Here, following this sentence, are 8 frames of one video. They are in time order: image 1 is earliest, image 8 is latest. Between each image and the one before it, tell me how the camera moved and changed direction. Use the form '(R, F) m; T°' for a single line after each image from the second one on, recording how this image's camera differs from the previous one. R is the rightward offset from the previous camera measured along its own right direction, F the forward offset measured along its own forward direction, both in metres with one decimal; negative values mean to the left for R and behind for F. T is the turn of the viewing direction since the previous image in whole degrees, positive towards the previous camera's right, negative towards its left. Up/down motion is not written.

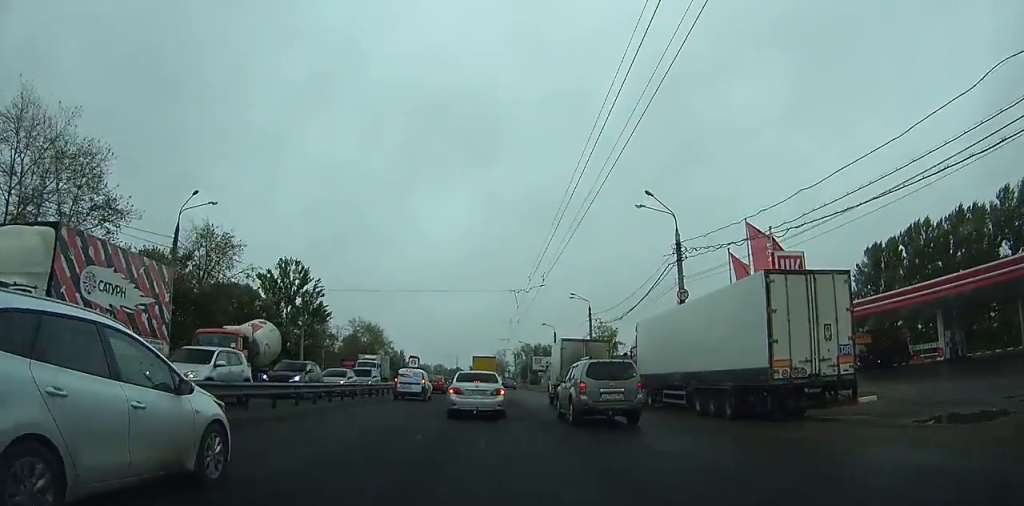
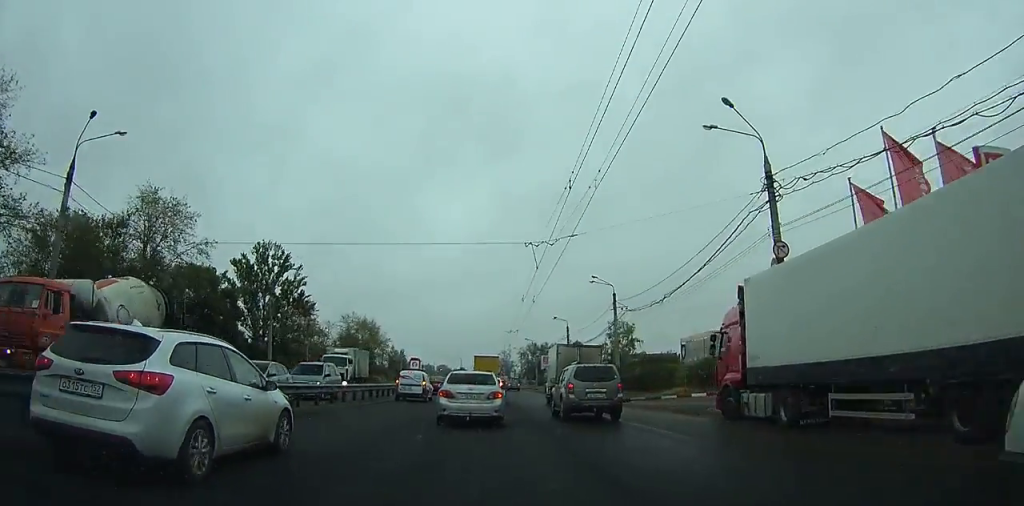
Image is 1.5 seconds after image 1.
(0.0, +13.1) m; 0°
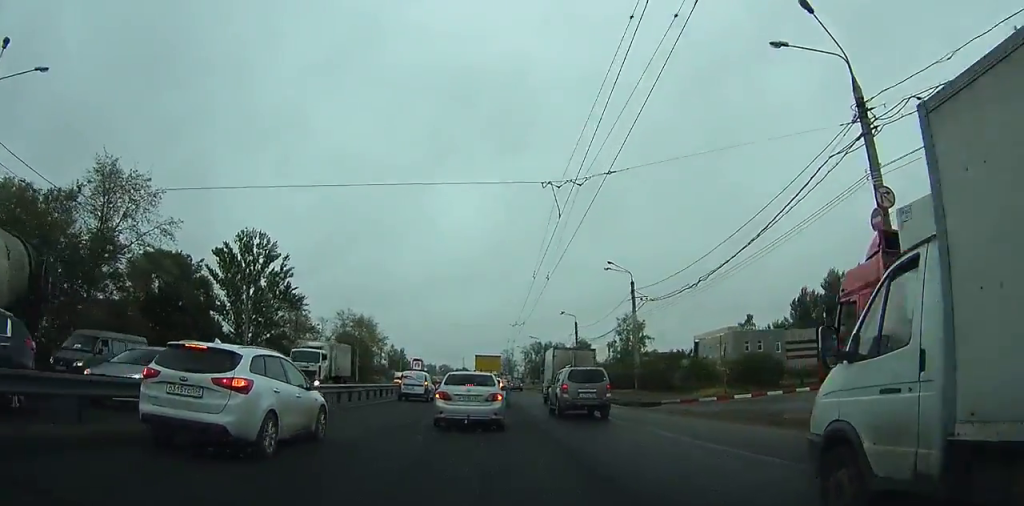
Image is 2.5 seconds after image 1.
(0.0, +8.2) m; 0°
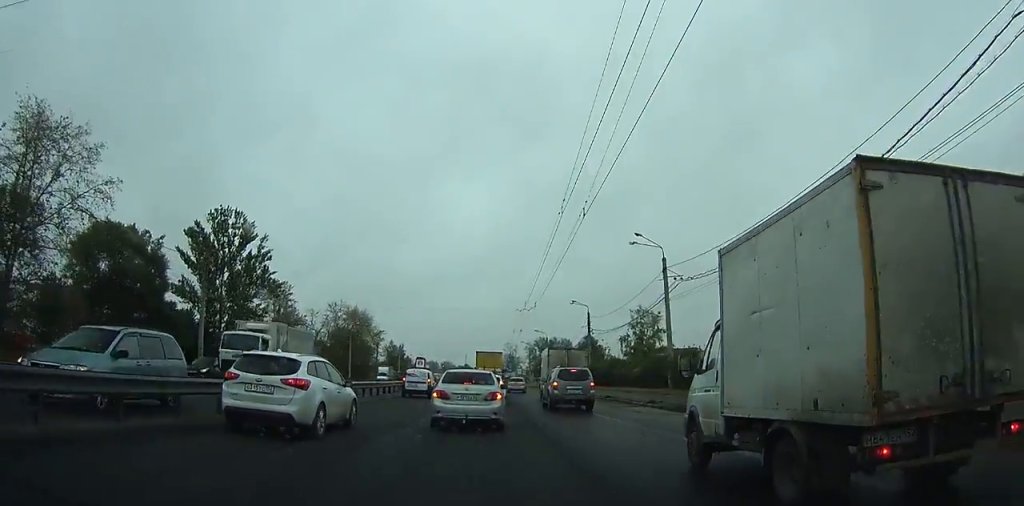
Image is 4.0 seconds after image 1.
(-0.1, +10.7) m; 0°
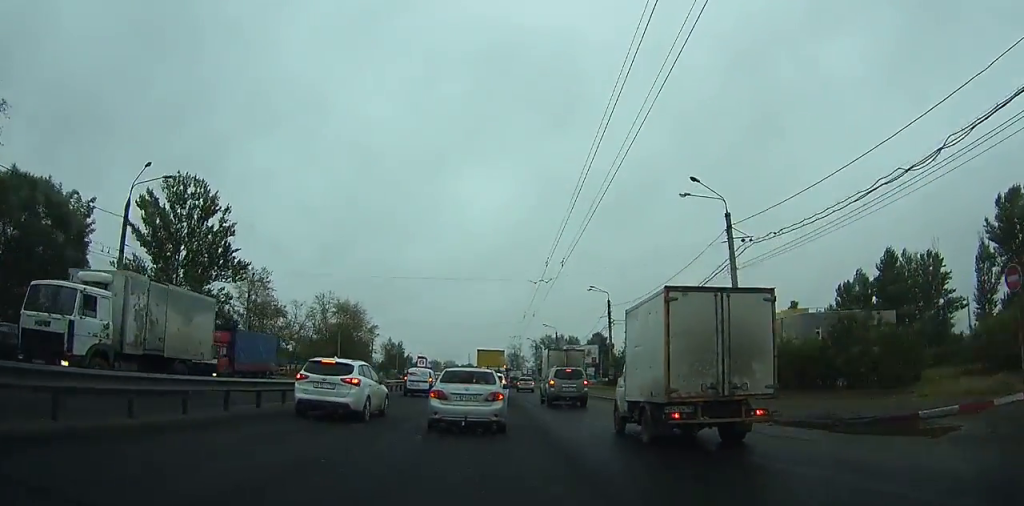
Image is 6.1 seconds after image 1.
(0.0, +13.5) m; 0°
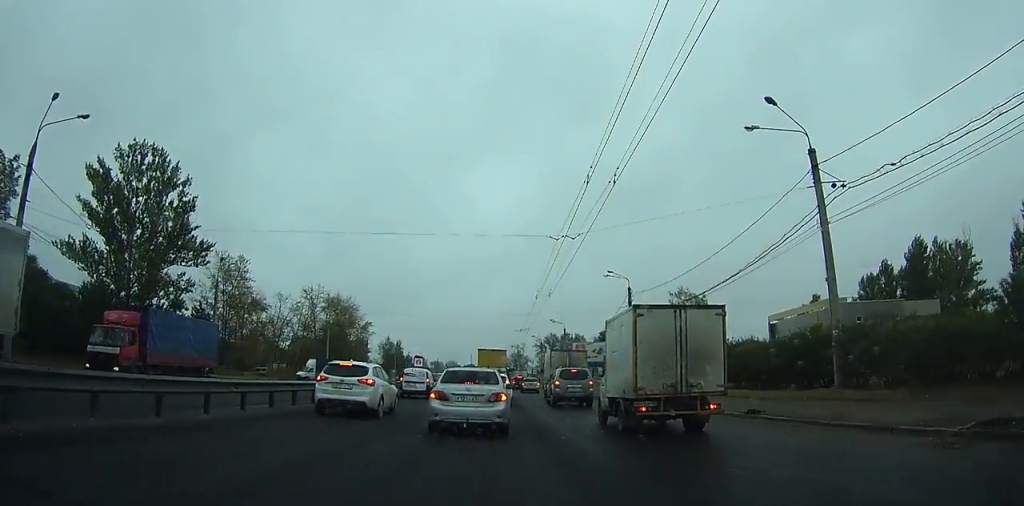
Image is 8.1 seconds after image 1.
(0.0, +10.0) m; -1°
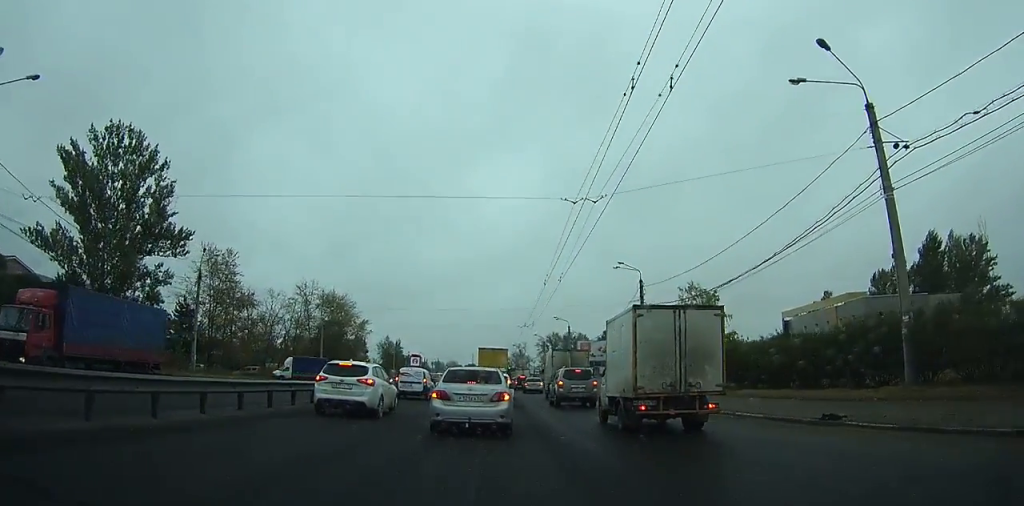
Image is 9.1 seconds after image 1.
(0.0, +4.4) m; 0°
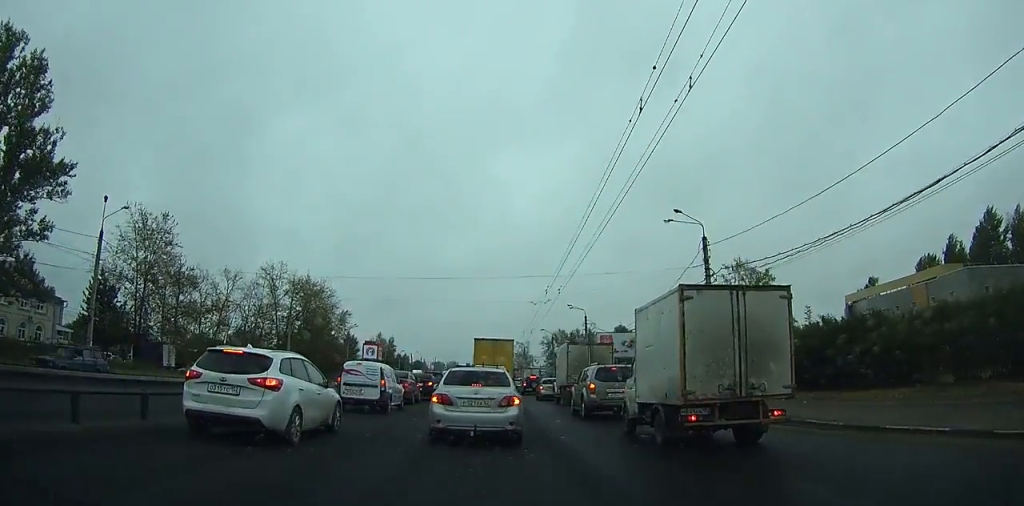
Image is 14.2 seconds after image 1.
(-0.2, +17.3) m; -4°
